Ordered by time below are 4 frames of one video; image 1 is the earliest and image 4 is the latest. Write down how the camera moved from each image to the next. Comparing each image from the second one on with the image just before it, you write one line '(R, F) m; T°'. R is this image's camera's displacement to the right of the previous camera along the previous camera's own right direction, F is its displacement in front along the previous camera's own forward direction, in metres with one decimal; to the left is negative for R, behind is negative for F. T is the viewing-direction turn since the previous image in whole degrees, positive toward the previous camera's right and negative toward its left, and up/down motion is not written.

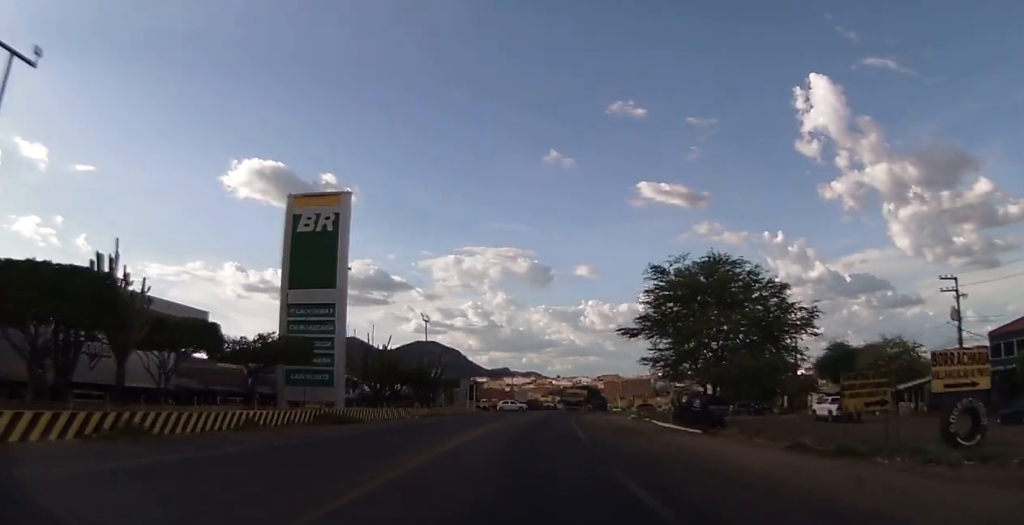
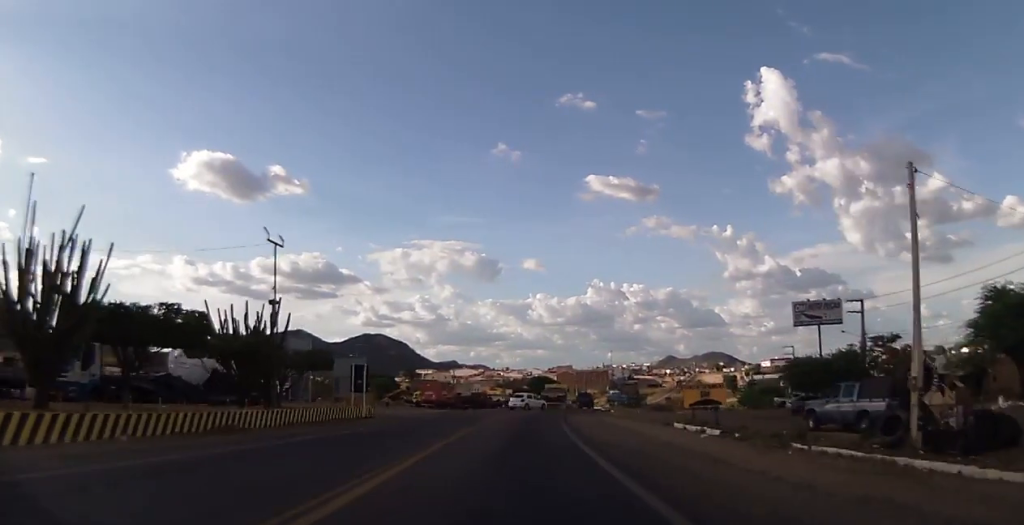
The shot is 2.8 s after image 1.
(+1.4, +32.8) m; +5°
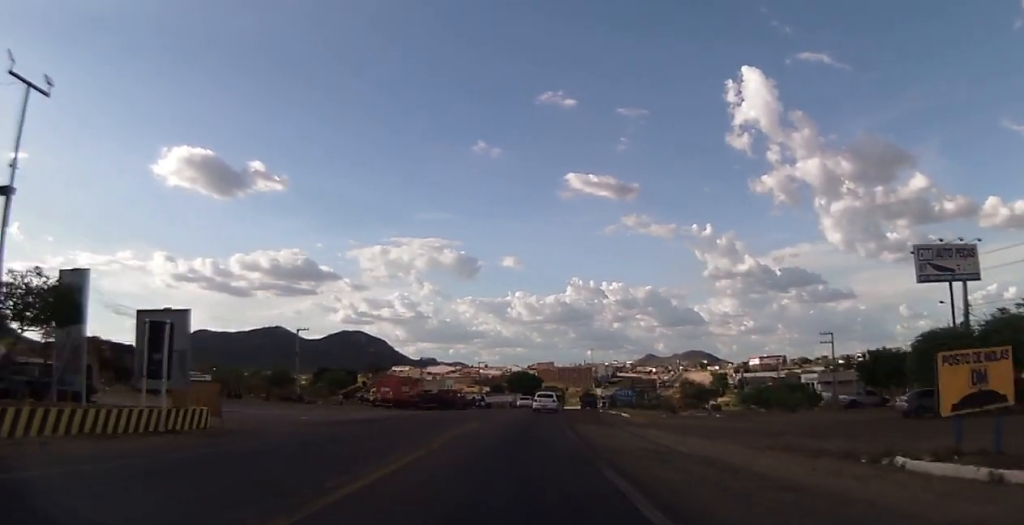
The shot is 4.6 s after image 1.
(0.0, +20.2) m; 0°
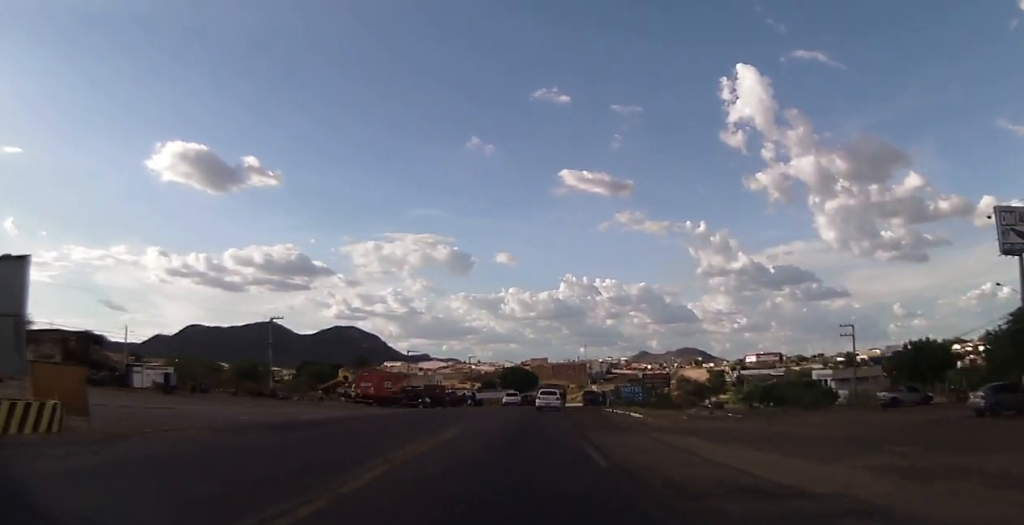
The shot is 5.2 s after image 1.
(+0.2, +7.5) m; +2°
